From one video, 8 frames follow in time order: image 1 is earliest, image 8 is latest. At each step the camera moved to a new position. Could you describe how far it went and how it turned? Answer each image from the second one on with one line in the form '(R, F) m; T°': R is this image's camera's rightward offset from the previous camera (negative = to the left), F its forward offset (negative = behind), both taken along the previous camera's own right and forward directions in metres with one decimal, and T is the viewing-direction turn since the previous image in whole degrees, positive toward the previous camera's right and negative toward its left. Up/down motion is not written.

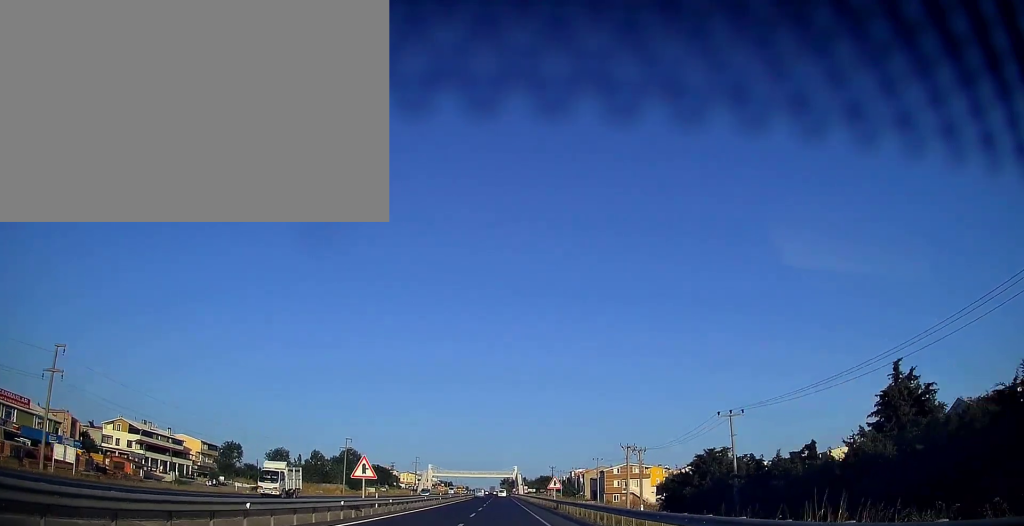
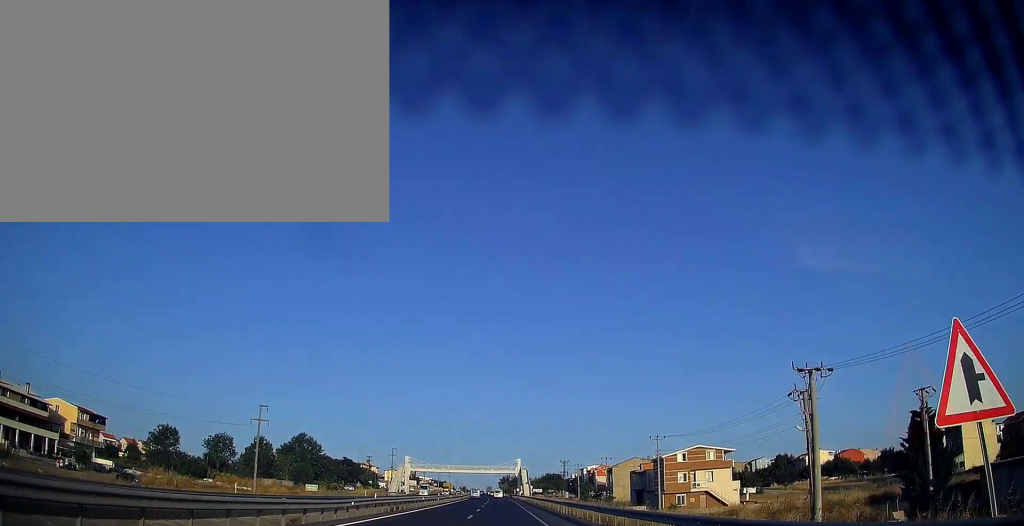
(0.0, +49.0) m; 0°
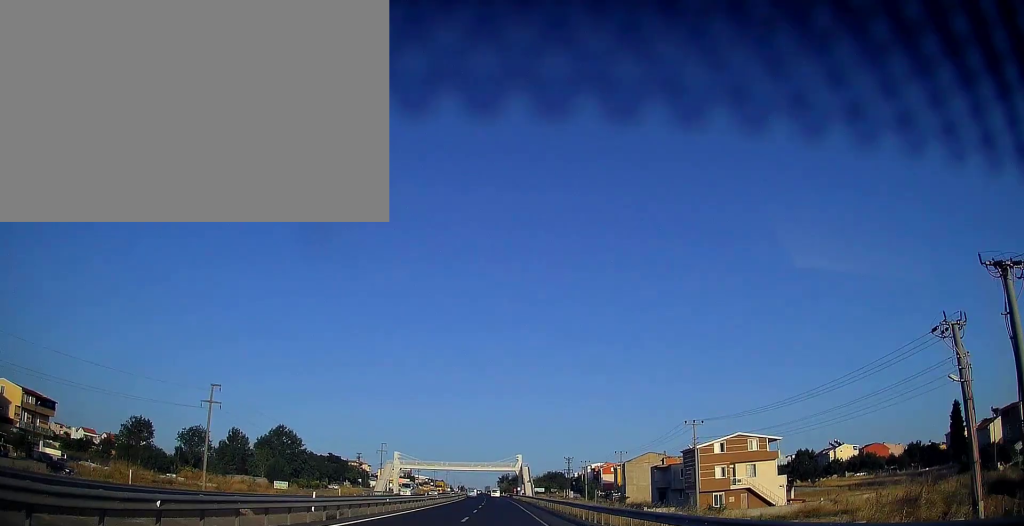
(+0.1, +15.4) m; 0°
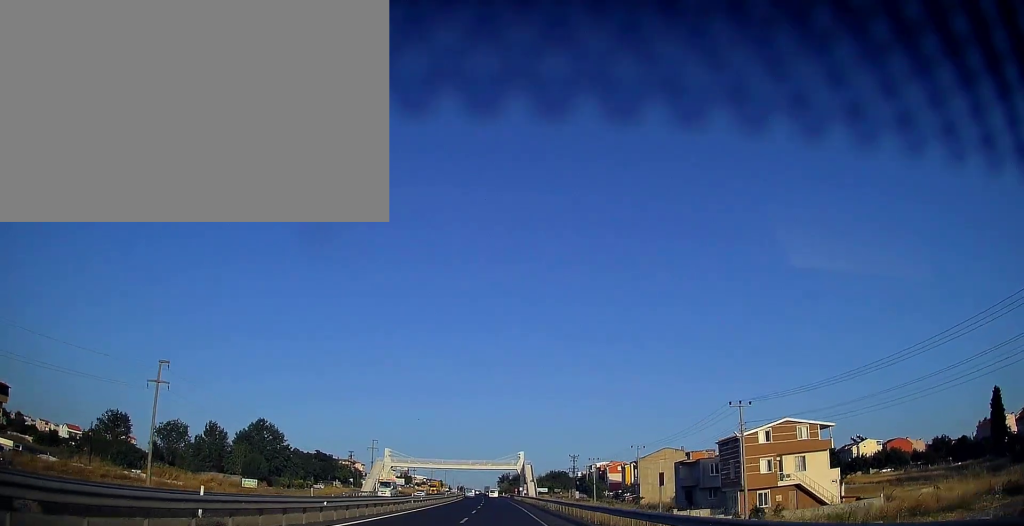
(0.0, +12.4) m; 0°
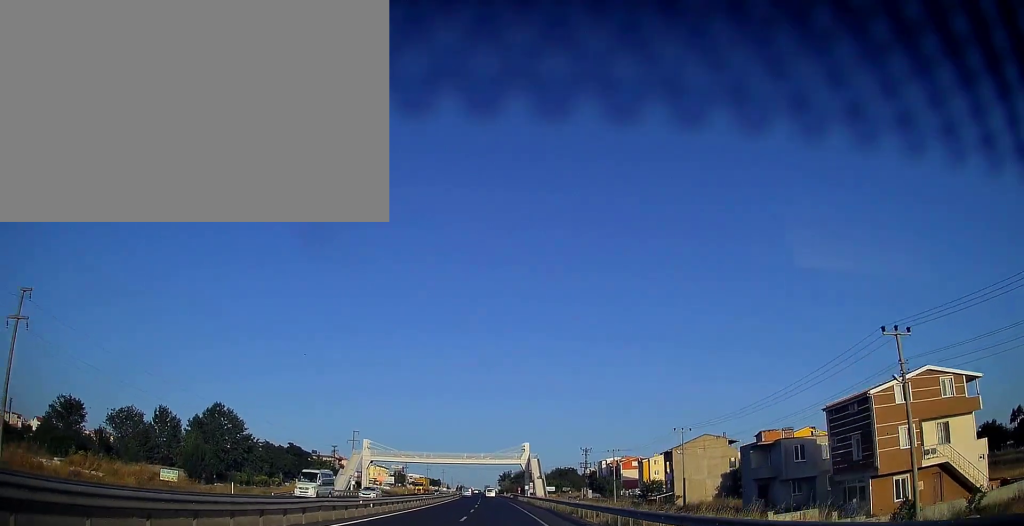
(0.0, +22.0) m; 0°
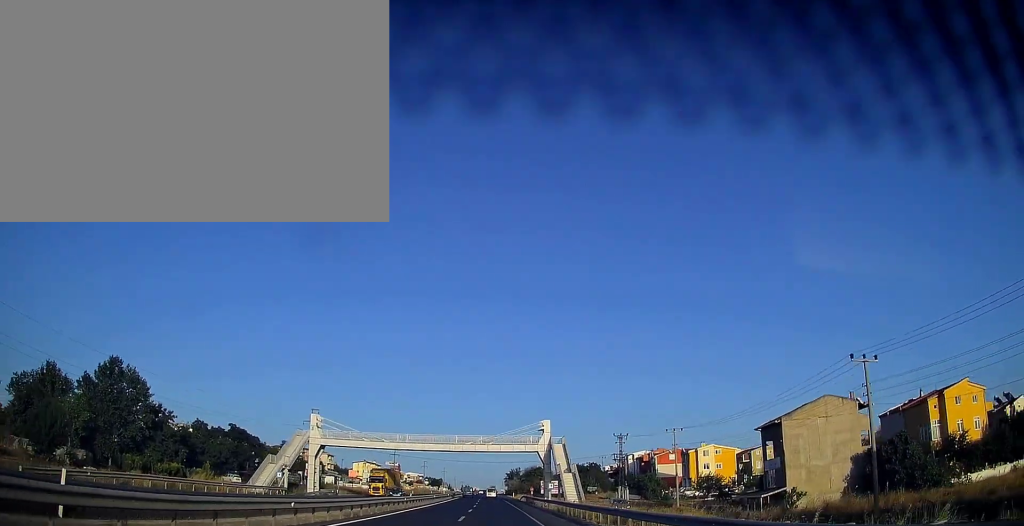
(-0.1, +35.1) m; -1°
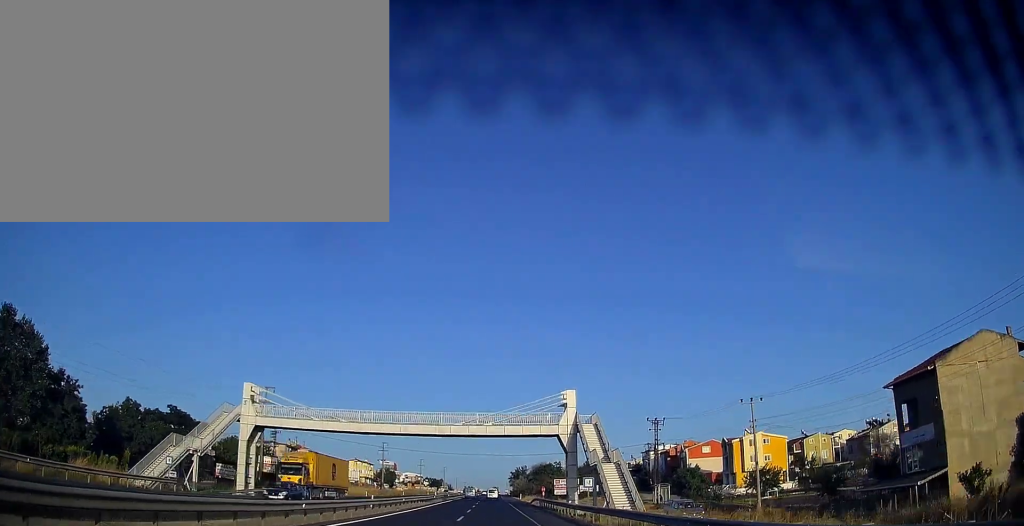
(-0.1, +22.7) m; -1°
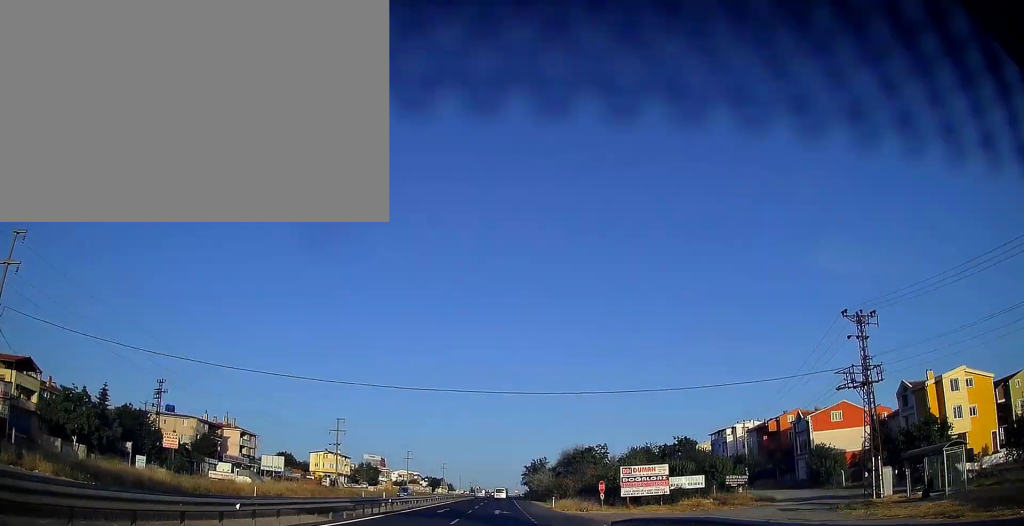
(-0.3, +50.7) m; 0°
